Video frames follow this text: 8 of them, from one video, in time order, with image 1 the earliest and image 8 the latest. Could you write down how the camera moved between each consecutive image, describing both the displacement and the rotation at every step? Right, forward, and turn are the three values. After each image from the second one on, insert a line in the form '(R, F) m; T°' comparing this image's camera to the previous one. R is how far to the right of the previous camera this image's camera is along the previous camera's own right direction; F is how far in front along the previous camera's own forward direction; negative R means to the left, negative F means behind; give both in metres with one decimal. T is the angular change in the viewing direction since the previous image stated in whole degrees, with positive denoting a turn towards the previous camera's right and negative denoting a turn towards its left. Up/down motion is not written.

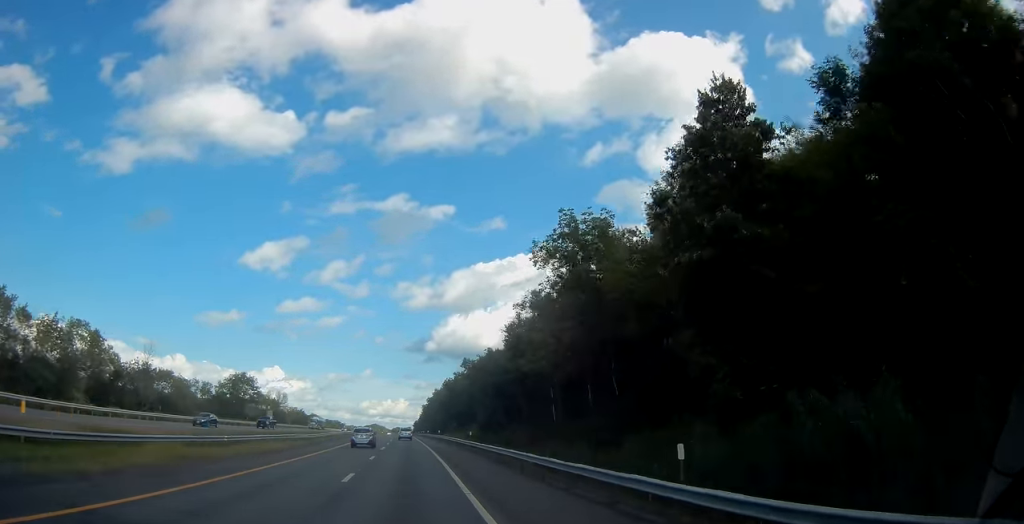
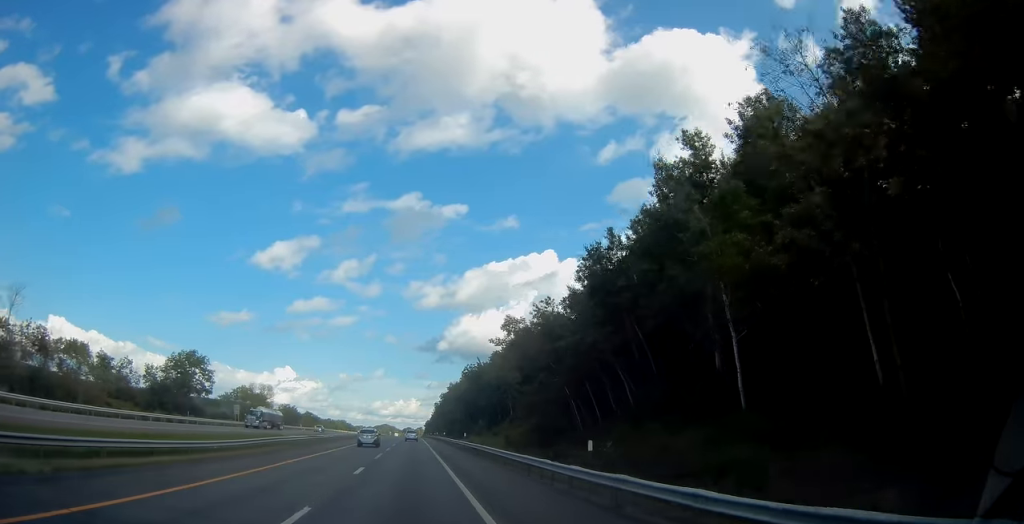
(-0.4, +33.3) m; -1°
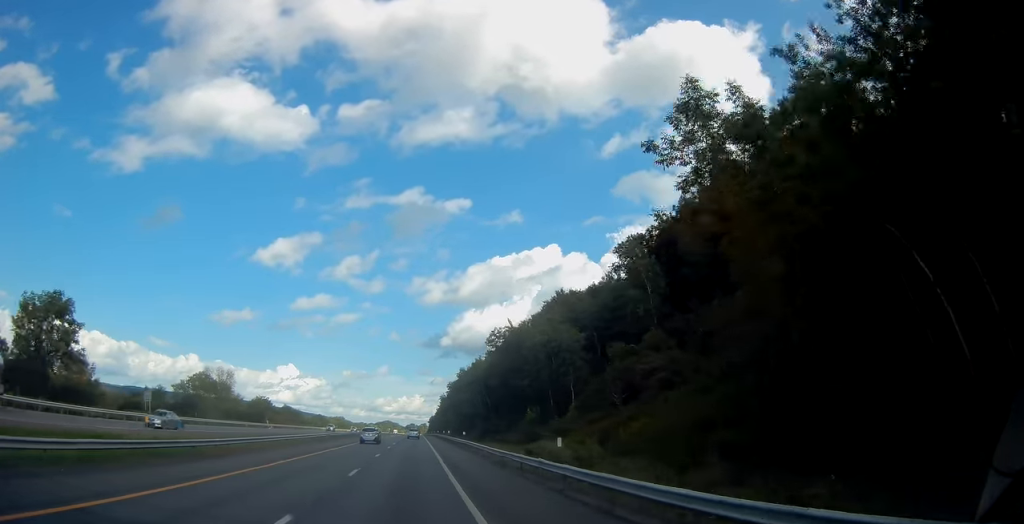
(-0.1, +38.0) m; 0°
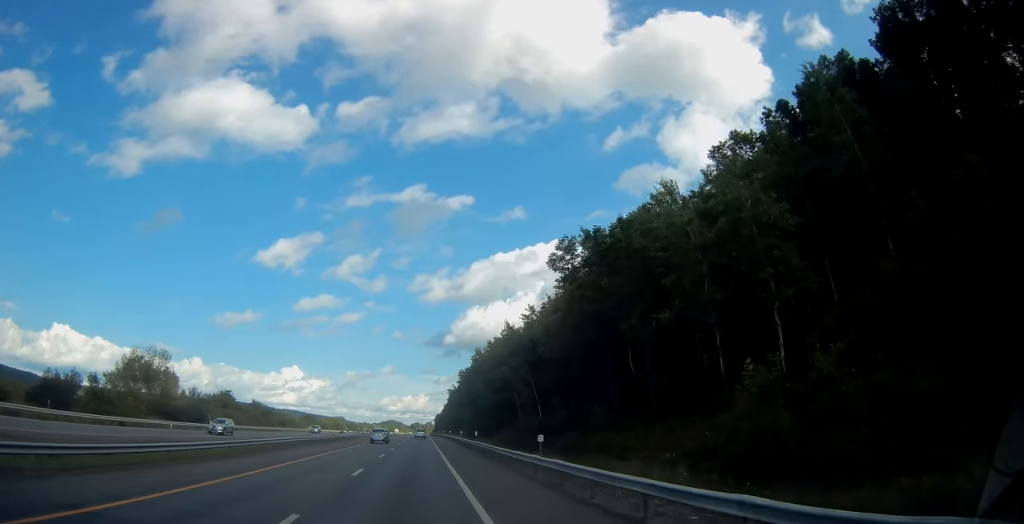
(-0.1, +36.4) m; -1°
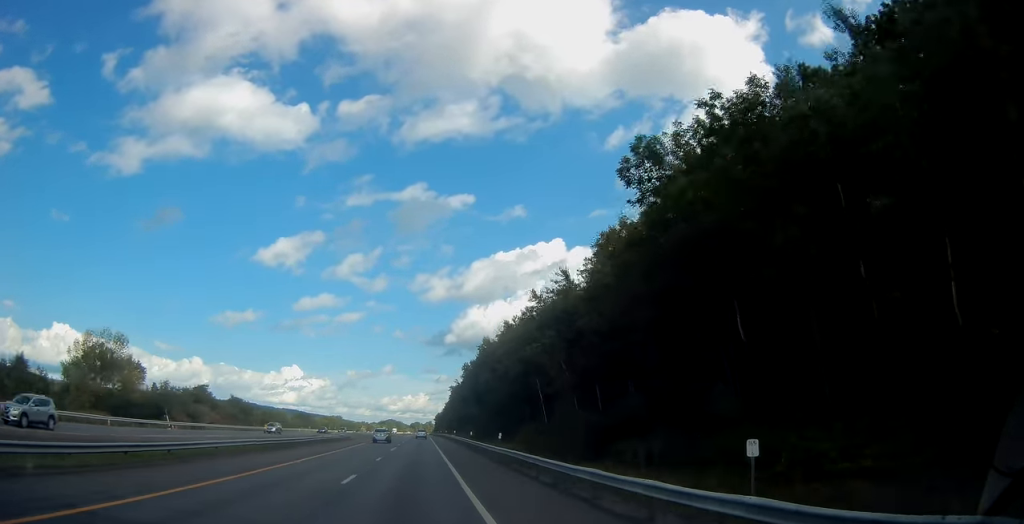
(-0.2, +15.4) m; 0°
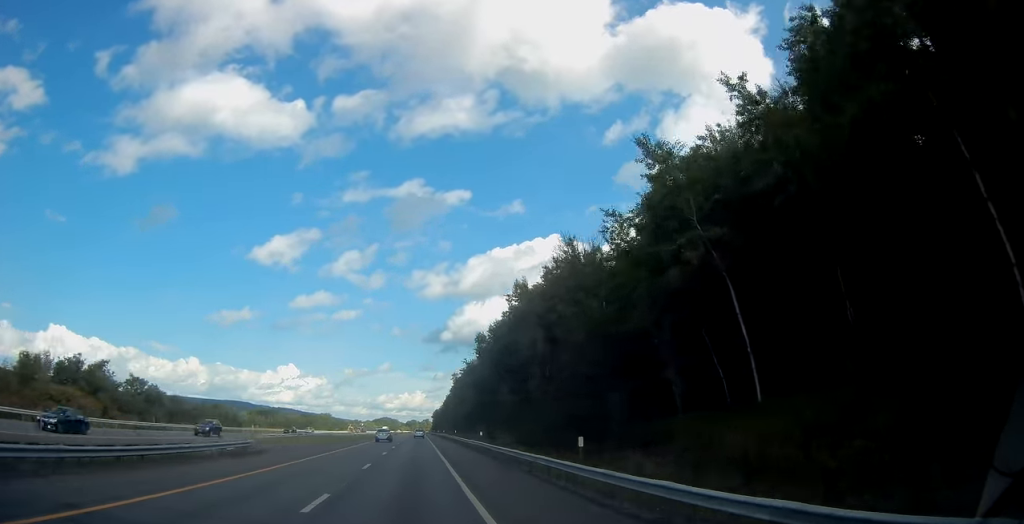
(+0.3, +42.4) m; +1°
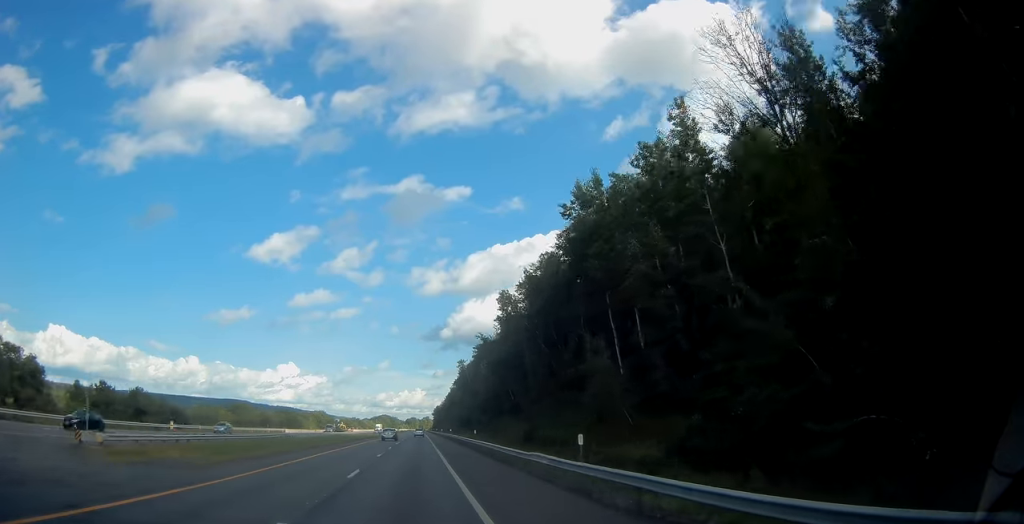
(+0.1, +29.1) m; 0°
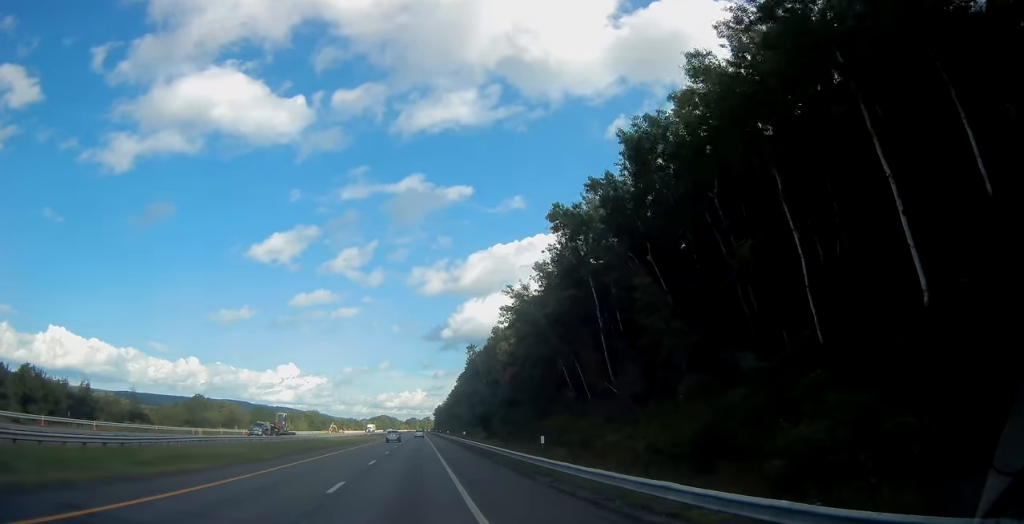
(-0.2, +28.3) m; -1°
